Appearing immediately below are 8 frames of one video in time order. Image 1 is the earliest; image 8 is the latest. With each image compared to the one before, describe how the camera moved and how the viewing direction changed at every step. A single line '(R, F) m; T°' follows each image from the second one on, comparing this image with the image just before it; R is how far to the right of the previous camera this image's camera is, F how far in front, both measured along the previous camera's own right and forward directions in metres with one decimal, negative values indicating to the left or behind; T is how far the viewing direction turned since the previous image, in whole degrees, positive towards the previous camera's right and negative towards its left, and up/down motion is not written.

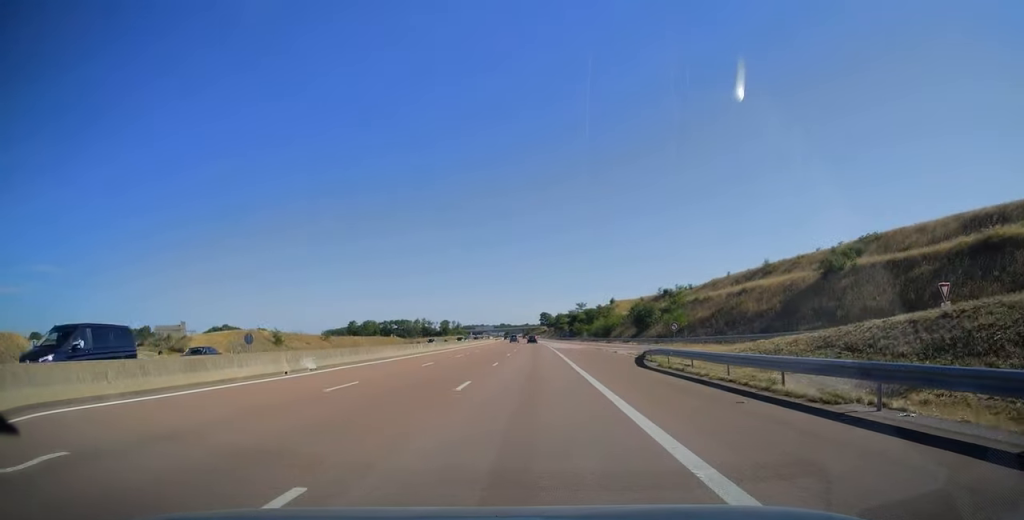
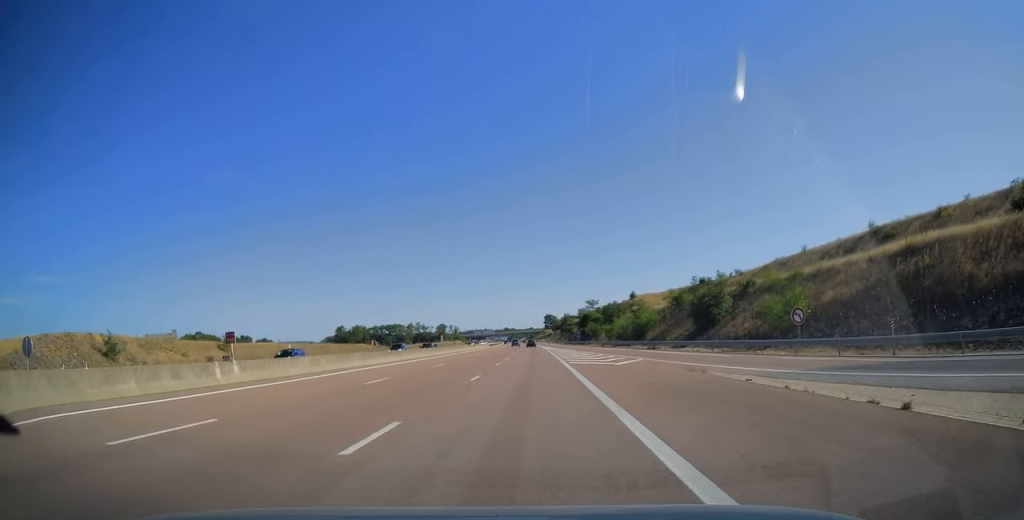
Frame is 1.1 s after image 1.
(-0.1, +34.9) m; 0°
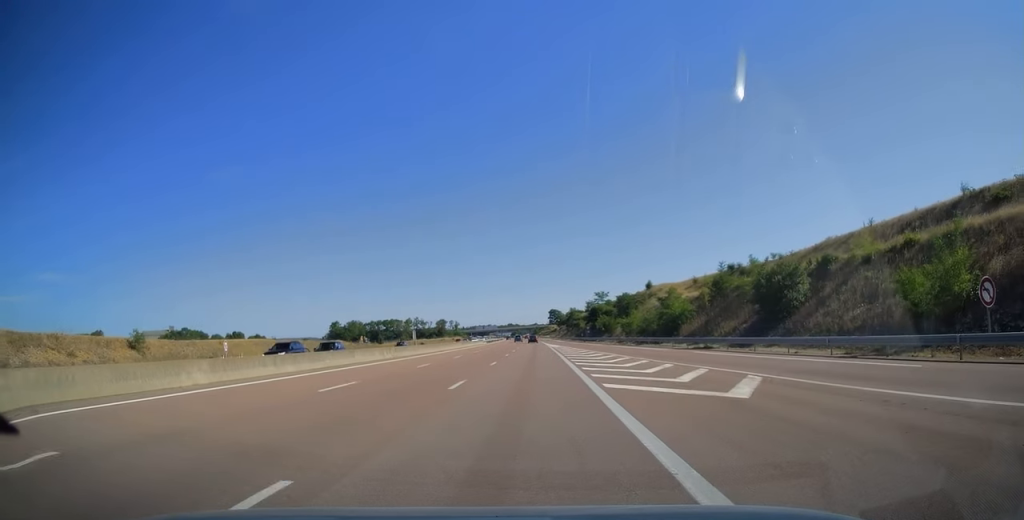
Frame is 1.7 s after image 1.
(0.0, +17.7) m; 0°
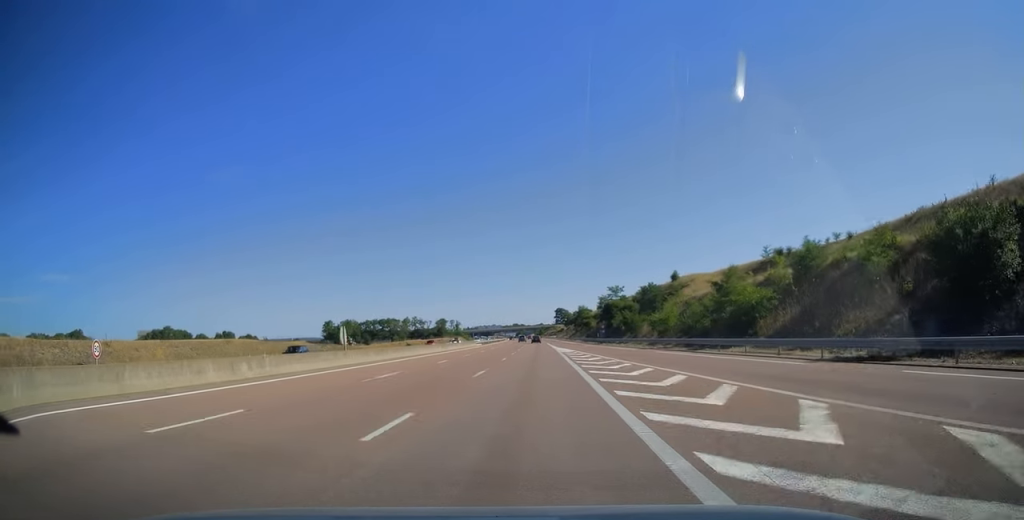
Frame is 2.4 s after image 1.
(-0.1, +21.2) m; -1°
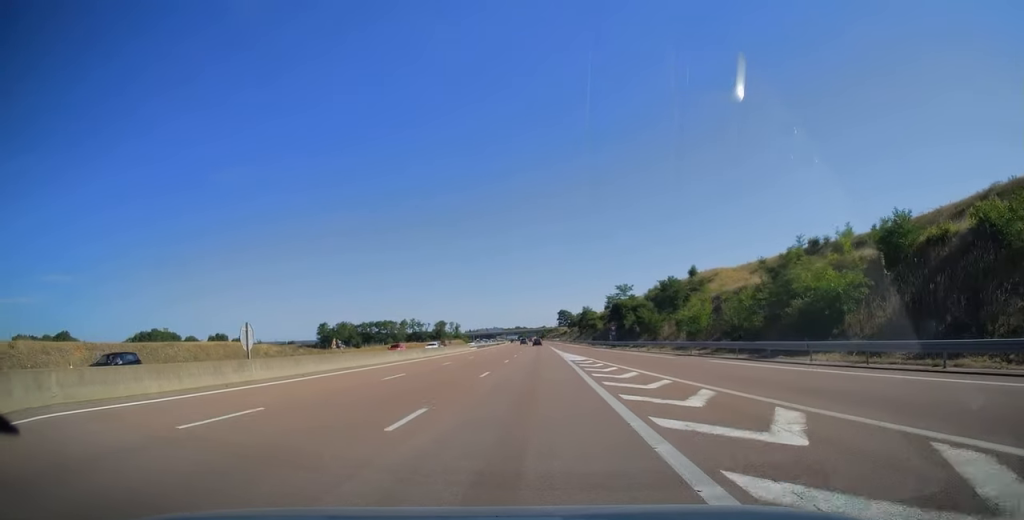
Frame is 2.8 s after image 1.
(0.0, +12.2) m; 0°
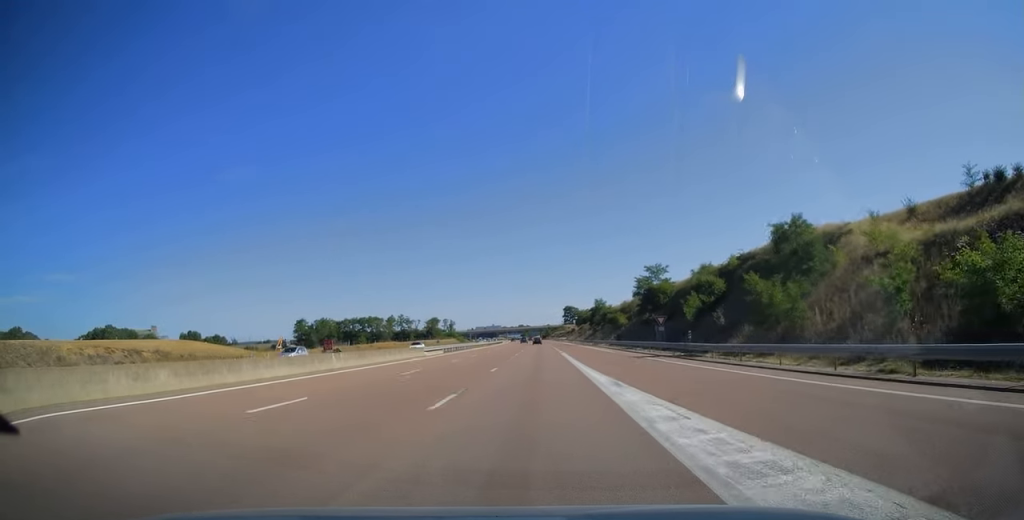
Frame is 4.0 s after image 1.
(-0.2, +37.0) m; -1°
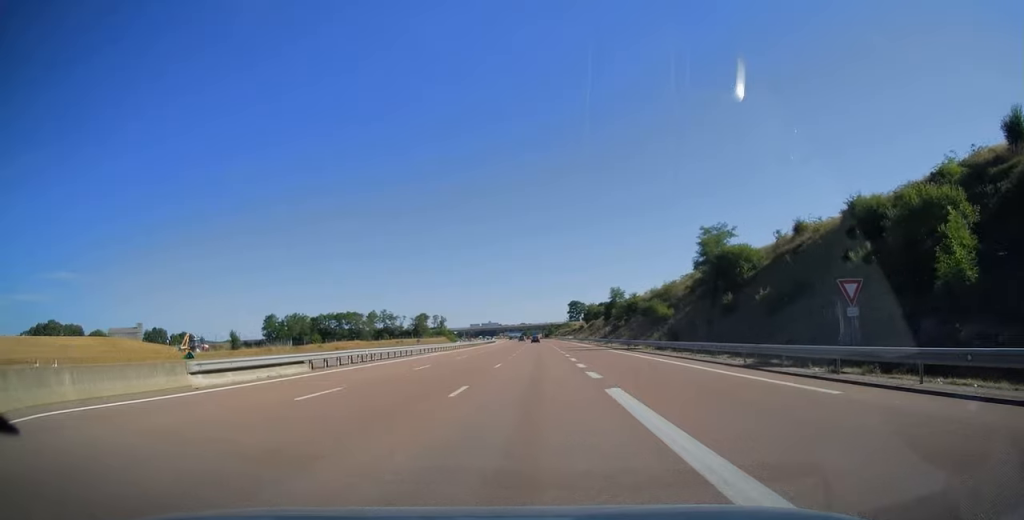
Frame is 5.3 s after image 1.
(-0.1, +37.5) m; 0°
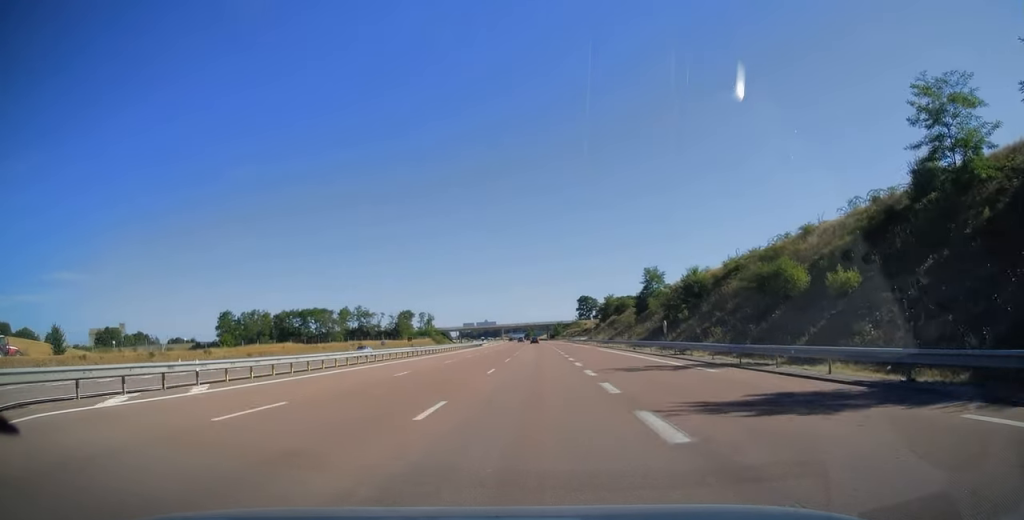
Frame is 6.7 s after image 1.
(-0.1, +43.6) m; 0°
